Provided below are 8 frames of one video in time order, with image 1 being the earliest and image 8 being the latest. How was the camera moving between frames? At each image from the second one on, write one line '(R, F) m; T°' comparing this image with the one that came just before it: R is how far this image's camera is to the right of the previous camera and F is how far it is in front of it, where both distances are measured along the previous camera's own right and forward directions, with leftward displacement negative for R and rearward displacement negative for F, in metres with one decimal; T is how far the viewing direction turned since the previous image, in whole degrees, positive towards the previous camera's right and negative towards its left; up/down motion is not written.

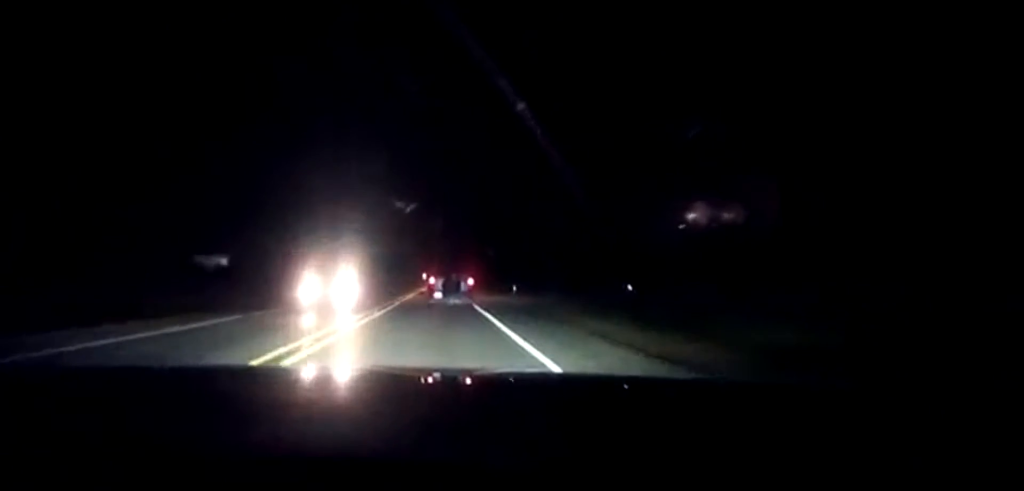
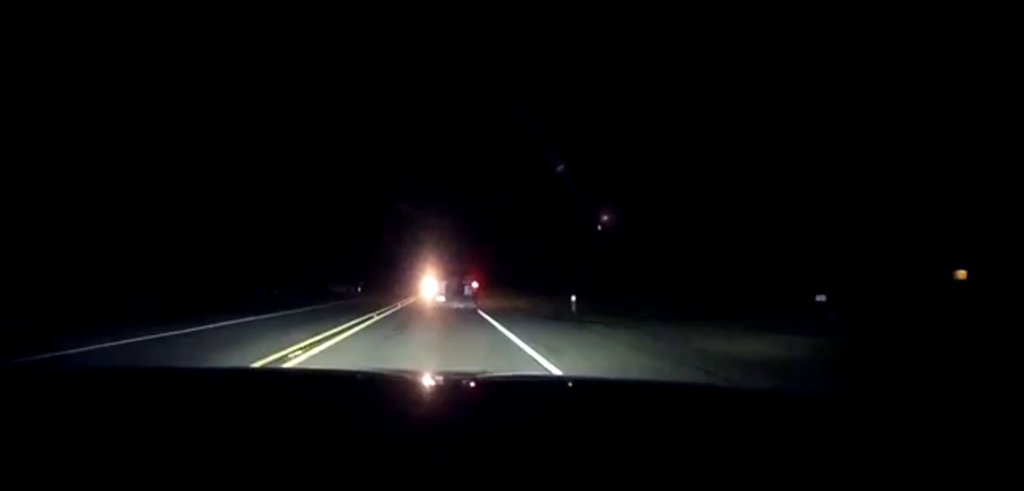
(+0.5, +27.4) m; 0°
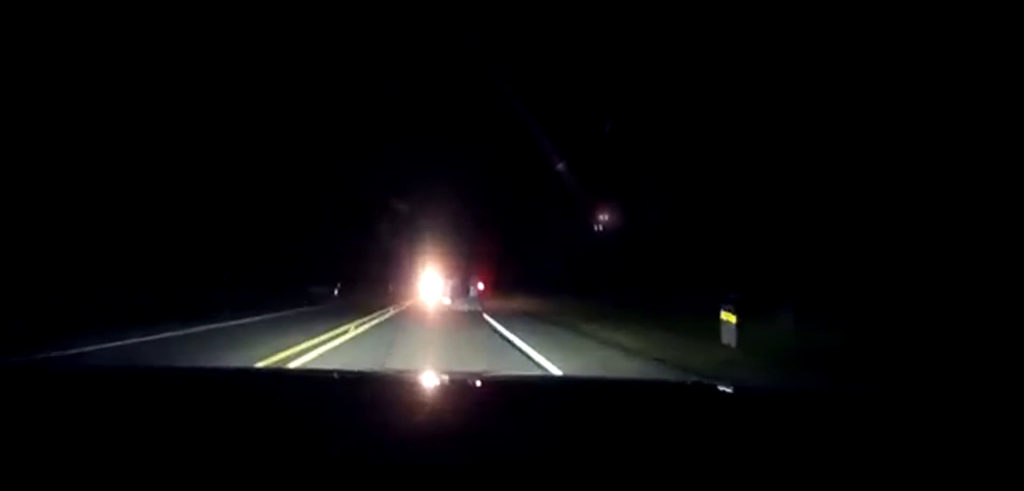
(-0.4, +19.7) m; 0°
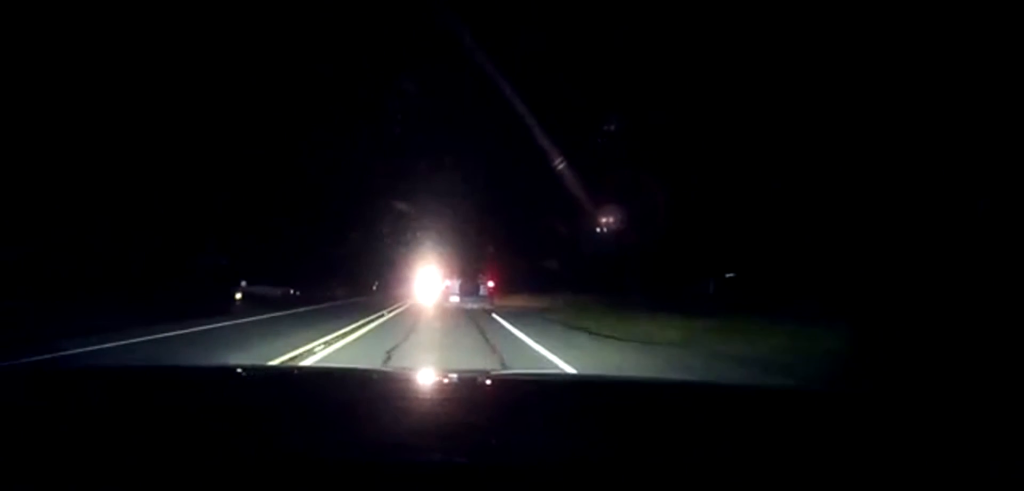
(+0.3, +32.2) m; +1°
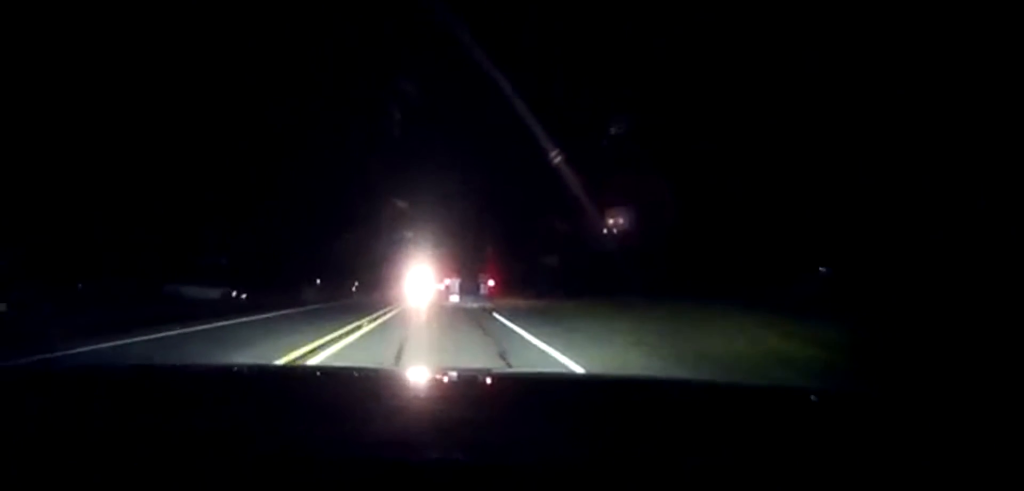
(+0.1, +20.2) m; 0°
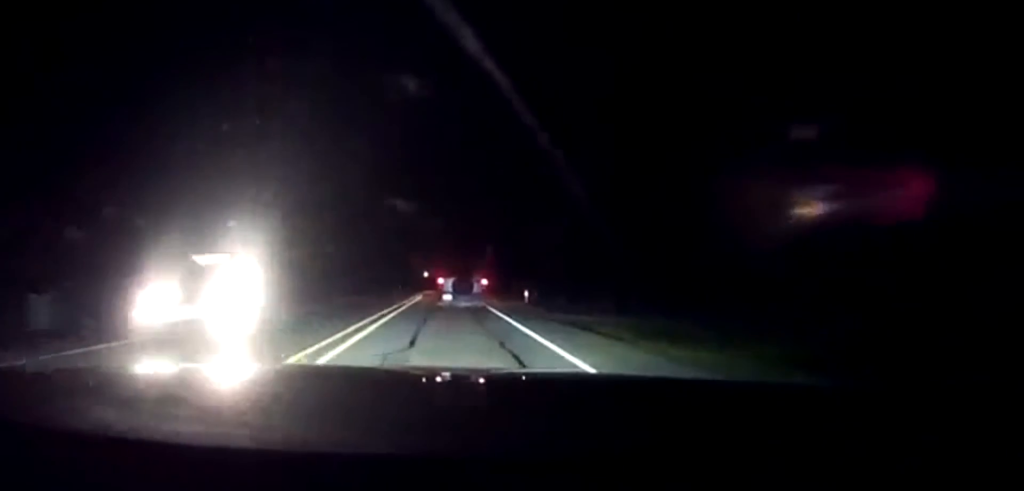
(0.0, +48.4) m; 0°
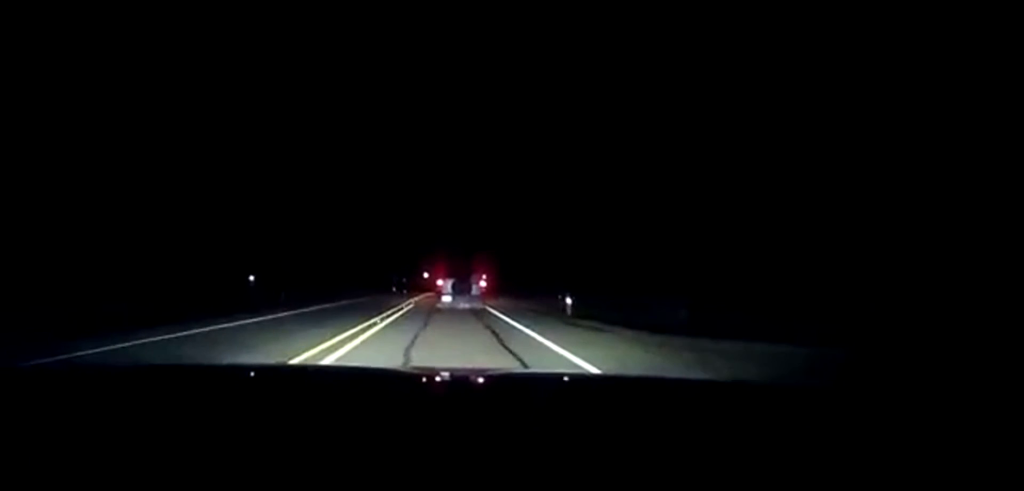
(-0.1, +16.5) m; -1°
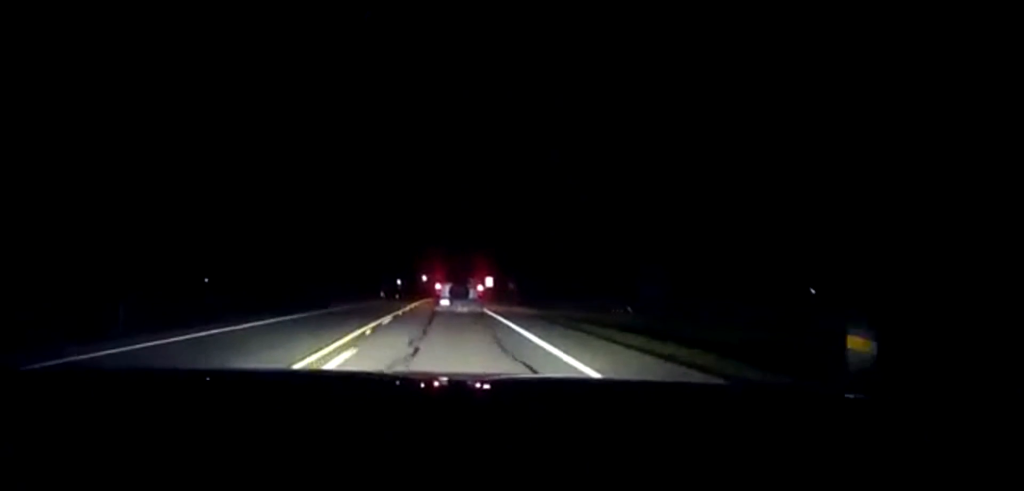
(-0.2, +23.6) m; 0°
